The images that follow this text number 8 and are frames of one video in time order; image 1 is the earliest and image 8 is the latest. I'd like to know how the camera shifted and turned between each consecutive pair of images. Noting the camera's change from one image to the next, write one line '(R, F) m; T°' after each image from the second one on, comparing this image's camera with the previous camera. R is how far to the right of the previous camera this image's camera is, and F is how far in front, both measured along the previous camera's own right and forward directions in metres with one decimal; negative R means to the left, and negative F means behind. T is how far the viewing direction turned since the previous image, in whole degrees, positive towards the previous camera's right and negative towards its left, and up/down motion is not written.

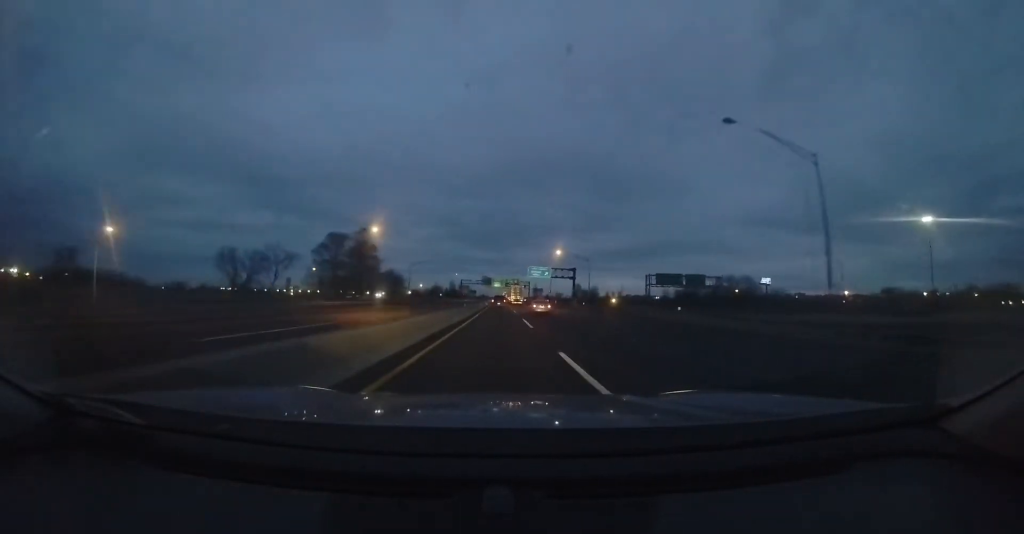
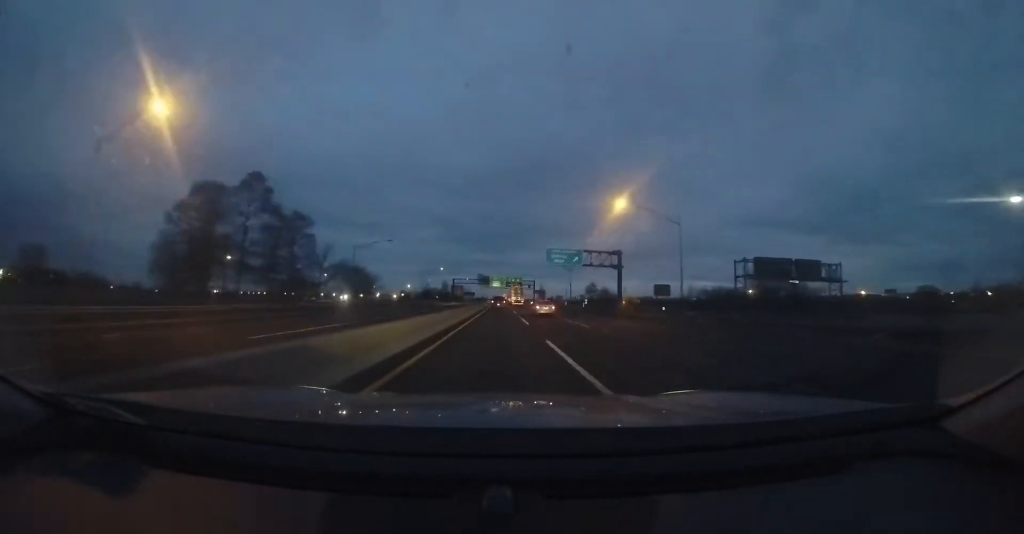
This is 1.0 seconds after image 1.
(+0.3, +27.9) m; +1°
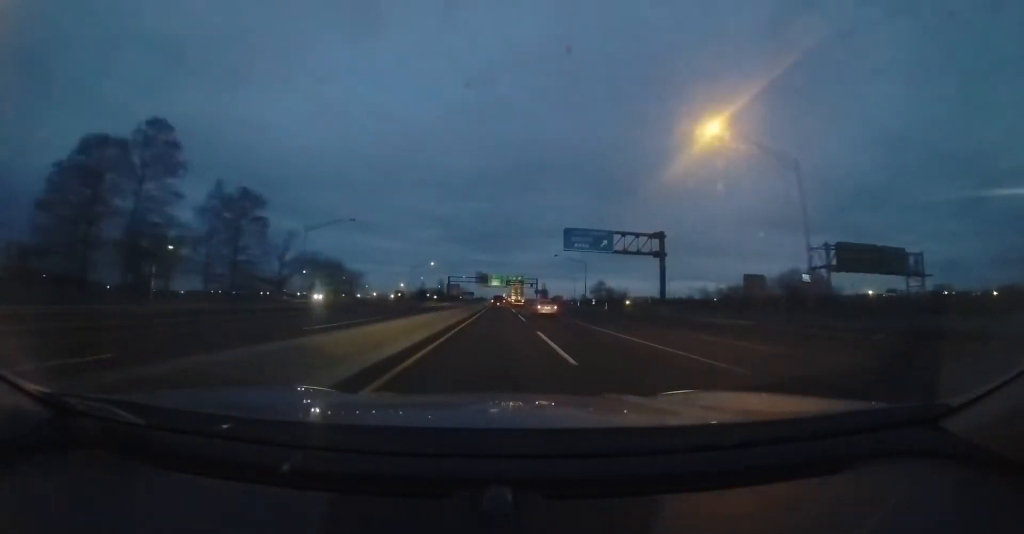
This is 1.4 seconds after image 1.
(0.0, +12.0) m; 0°
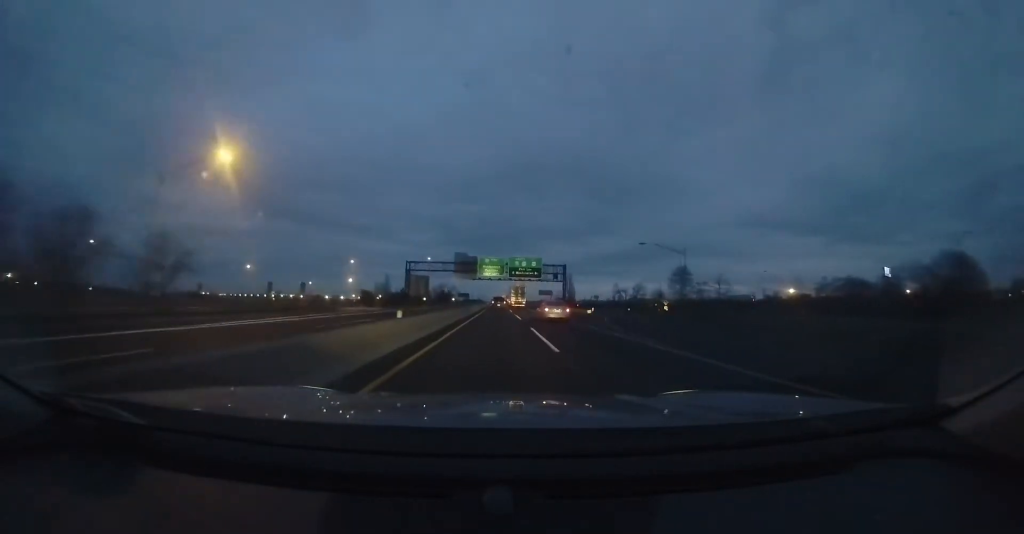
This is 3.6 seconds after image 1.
(-0.5, +58.6) m; -1°
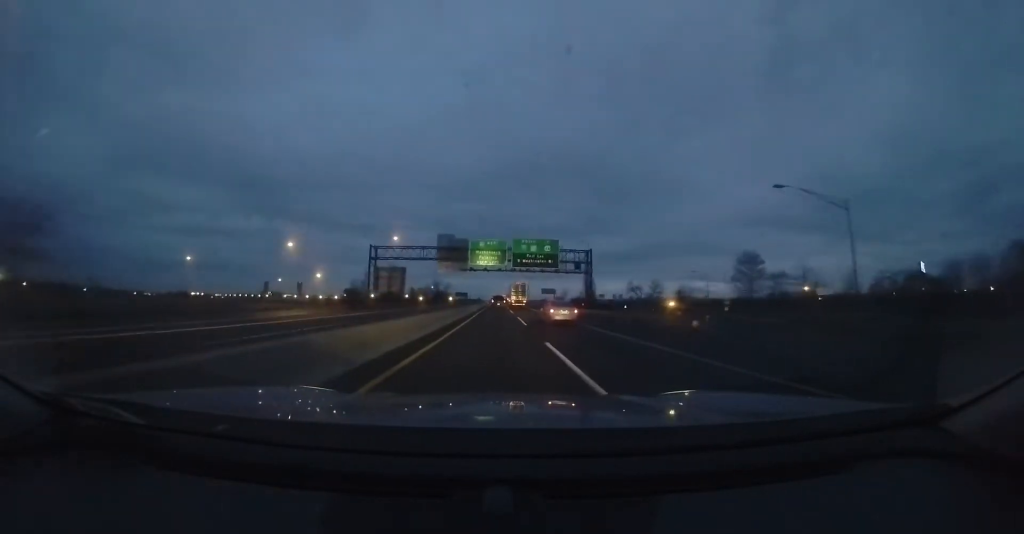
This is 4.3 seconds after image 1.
(-0.2, +20.9) m; 0°
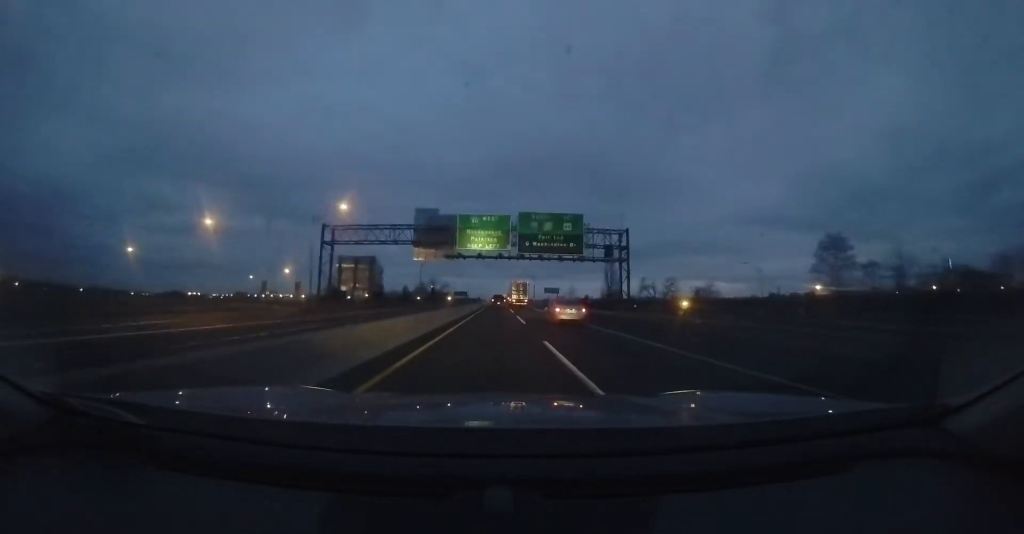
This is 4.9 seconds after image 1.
(+0.3, +15.4) m; +1°
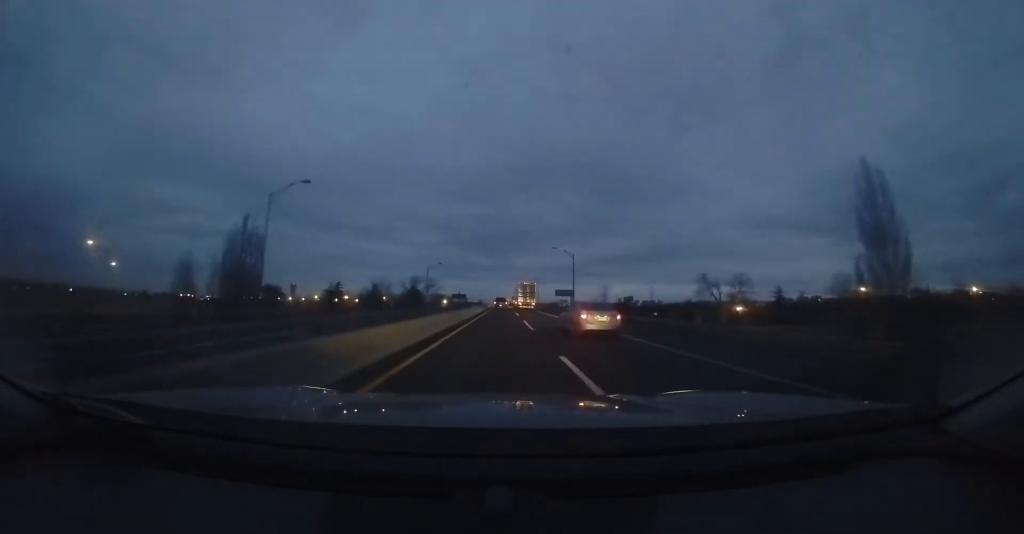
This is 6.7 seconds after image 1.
(-0.4, +48.1) m; -2°
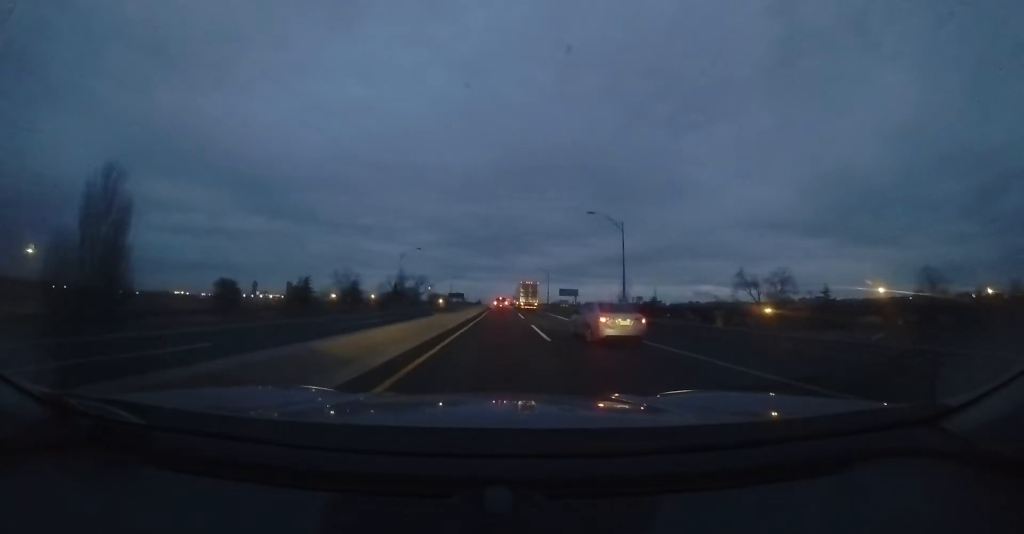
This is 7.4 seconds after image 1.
(-0.1, +19.4) m; 0°
